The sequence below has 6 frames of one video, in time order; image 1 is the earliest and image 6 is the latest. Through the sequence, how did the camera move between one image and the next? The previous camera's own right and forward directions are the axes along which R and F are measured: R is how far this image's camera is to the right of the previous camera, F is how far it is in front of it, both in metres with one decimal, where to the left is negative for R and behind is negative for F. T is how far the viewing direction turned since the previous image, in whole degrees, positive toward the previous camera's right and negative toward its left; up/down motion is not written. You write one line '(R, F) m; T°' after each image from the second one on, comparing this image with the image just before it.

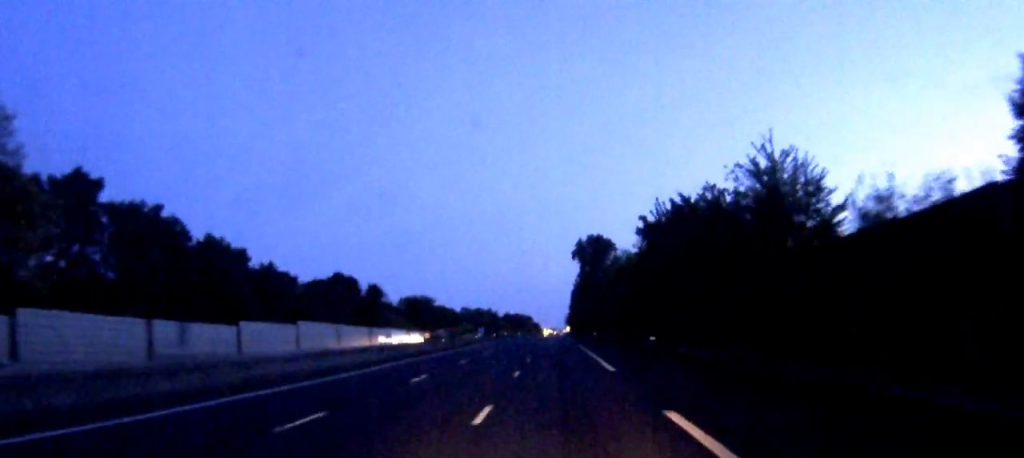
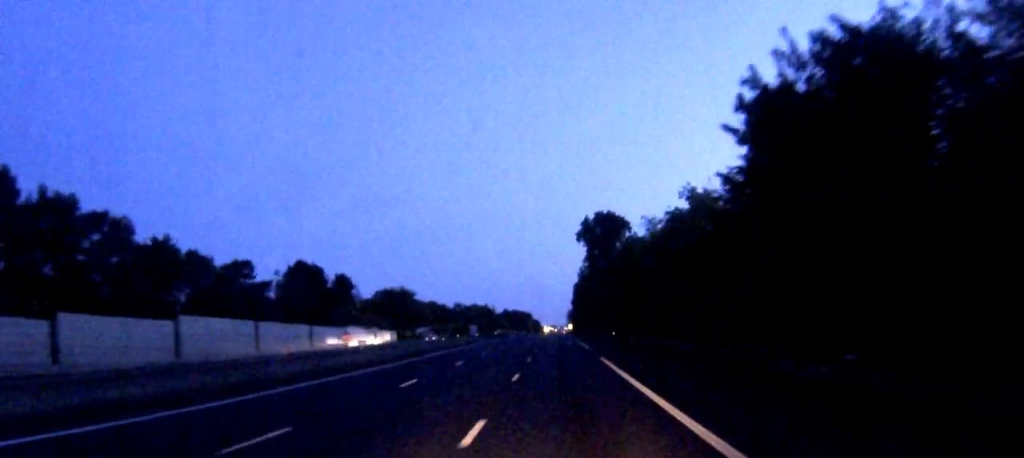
(+0.3, +28.5) m; +1°
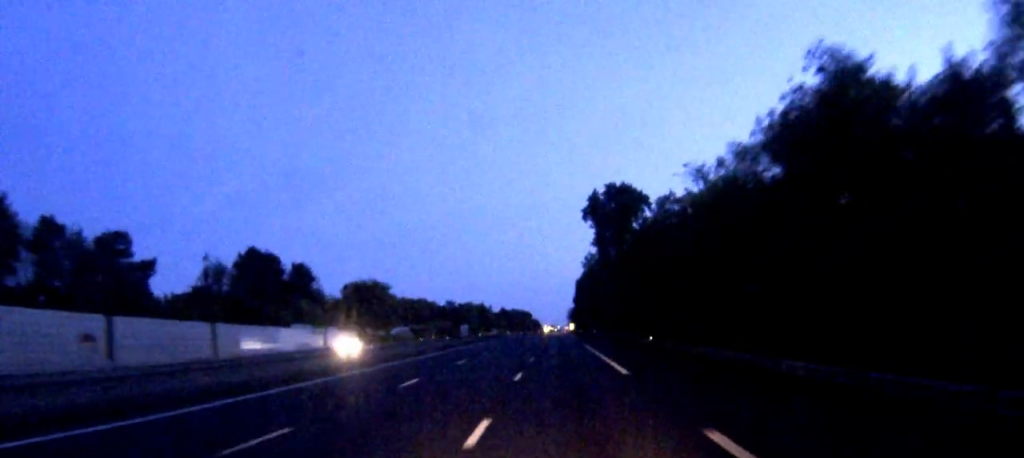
(0.0, +26.2) m; 0°
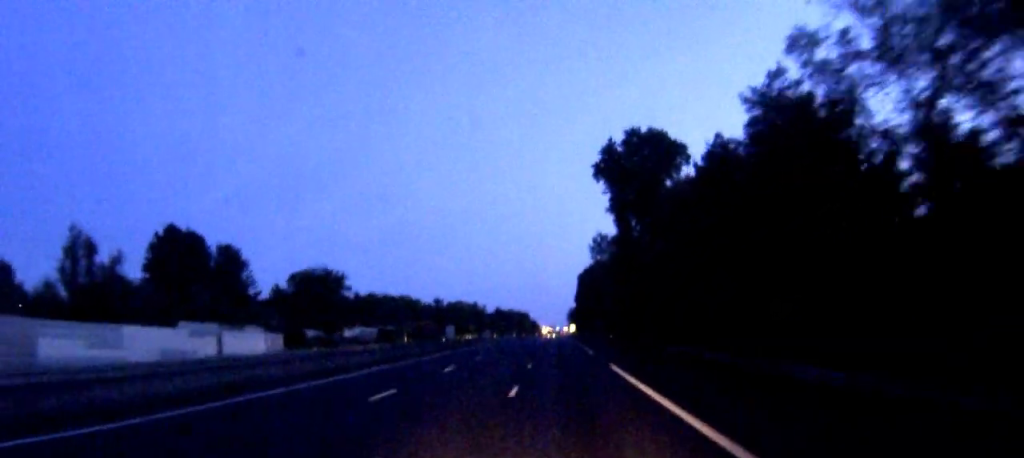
(-0.2, +30.2) m; 0°
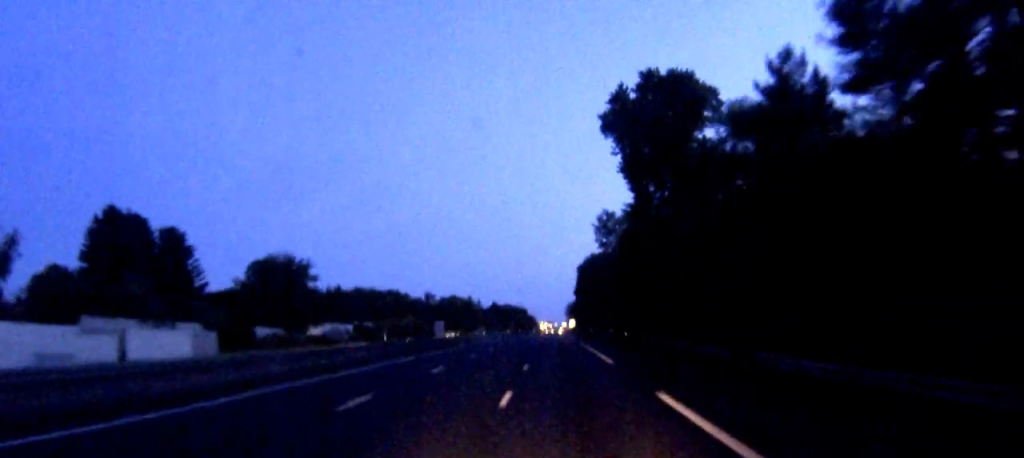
(0.0, +15.8) m; 0°
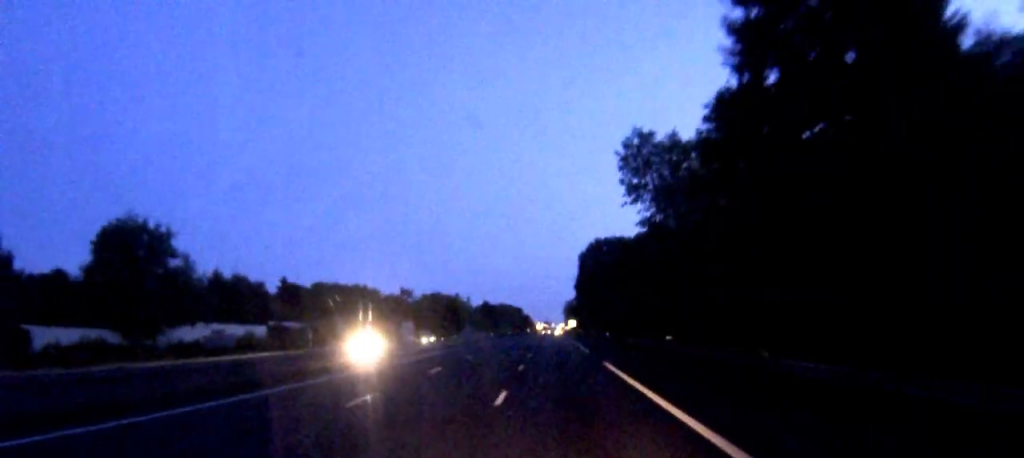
(-0.4, +37.1) m; -1°
